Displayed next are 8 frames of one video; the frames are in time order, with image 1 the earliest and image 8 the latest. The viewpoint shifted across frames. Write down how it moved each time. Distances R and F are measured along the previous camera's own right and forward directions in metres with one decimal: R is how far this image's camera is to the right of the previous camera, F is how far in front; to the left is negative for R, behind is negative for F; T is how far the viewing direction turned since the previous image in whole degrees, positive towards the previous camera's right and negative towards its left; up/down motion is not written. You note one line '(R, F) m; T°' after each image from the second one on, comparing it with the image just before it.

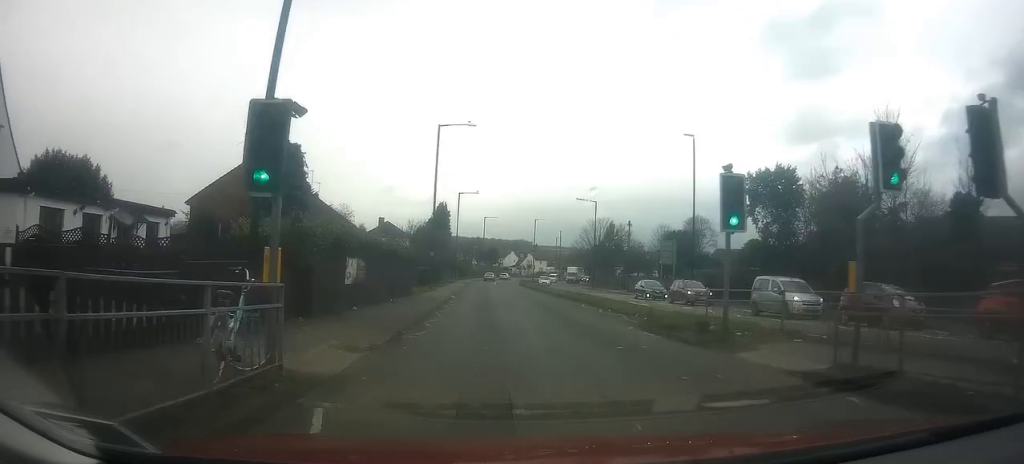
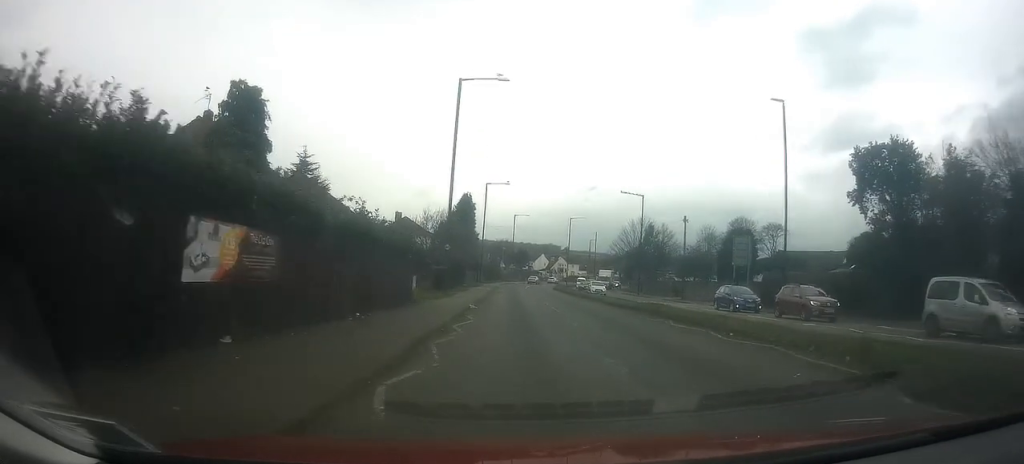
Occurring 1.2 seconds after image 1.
(-0.8, +8.5) m; -7°
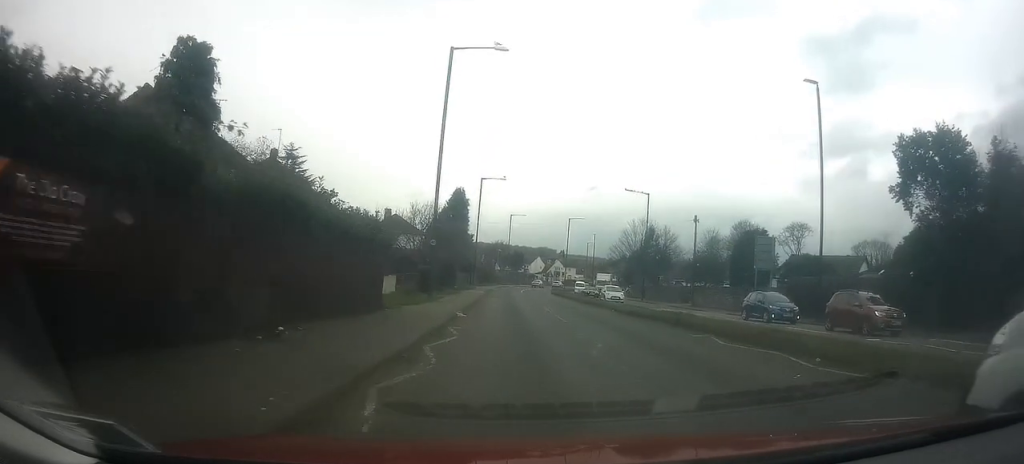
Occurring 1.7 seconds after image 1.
(0.0, +3.8) m; 0°
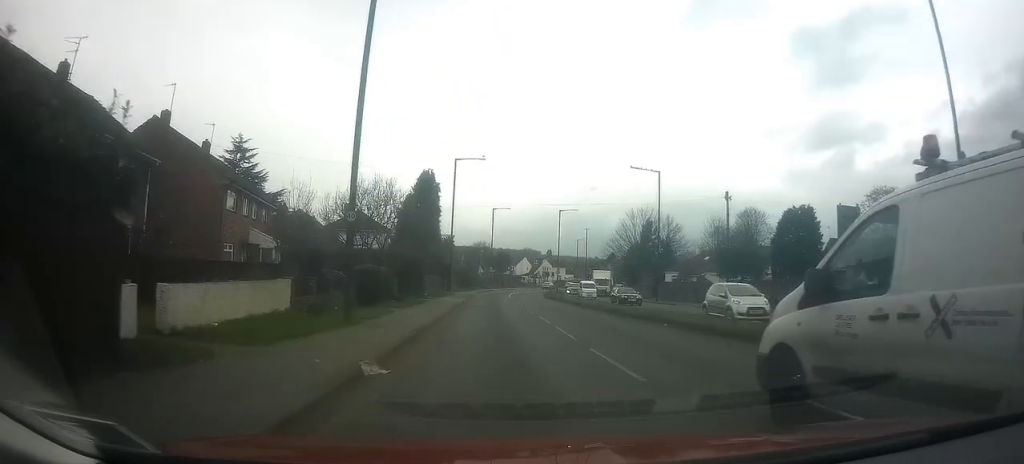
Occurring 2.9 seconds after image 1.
(+0.5, +11.0) m; +3°
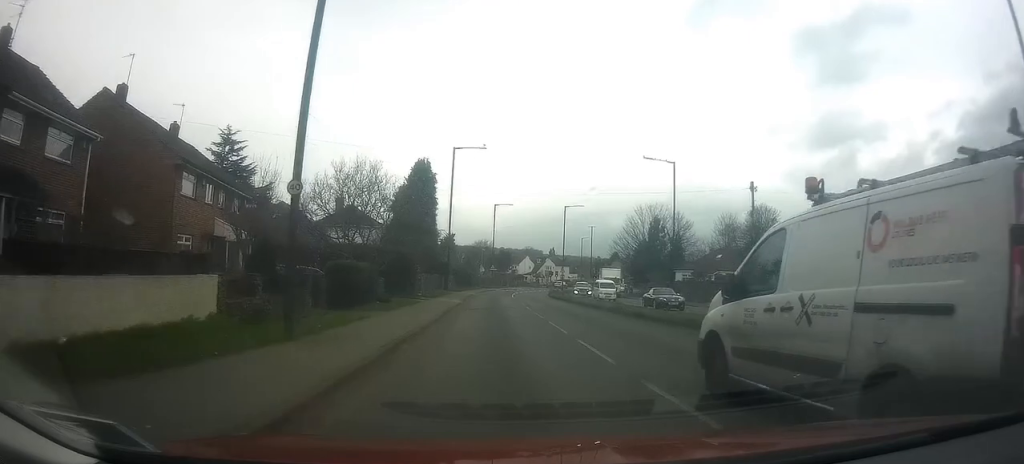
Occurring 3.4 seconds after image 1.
(+0.1, +4.5) m; 0°
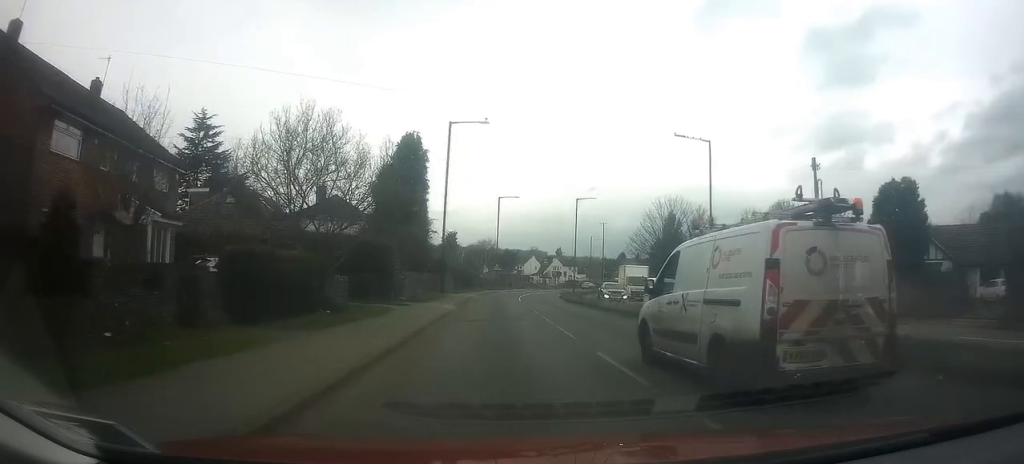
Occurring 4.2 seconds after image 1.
(-0.1, +8.4) m; -1°
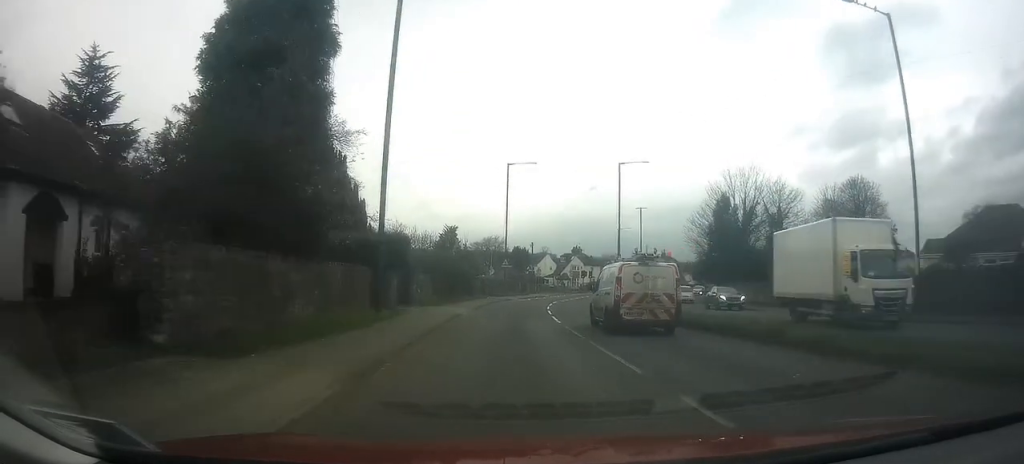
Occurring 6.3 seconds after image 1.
(-0.5, +22.7) m; -1°
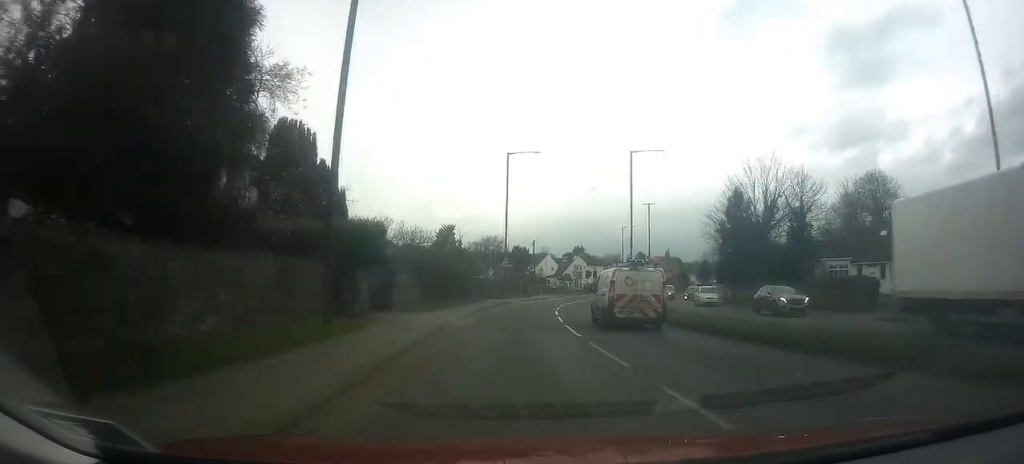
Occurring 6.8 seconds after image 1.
(0.0, +5.1) m; 0°
